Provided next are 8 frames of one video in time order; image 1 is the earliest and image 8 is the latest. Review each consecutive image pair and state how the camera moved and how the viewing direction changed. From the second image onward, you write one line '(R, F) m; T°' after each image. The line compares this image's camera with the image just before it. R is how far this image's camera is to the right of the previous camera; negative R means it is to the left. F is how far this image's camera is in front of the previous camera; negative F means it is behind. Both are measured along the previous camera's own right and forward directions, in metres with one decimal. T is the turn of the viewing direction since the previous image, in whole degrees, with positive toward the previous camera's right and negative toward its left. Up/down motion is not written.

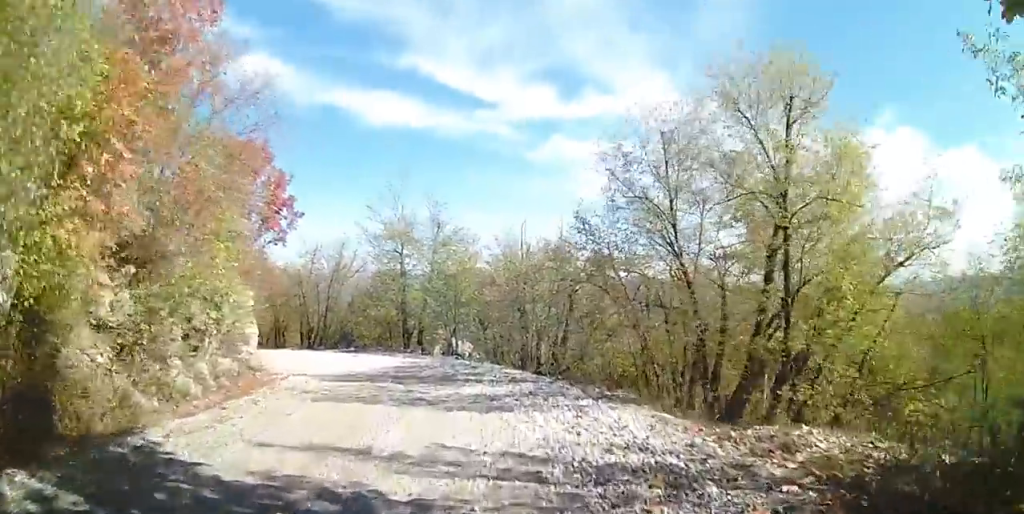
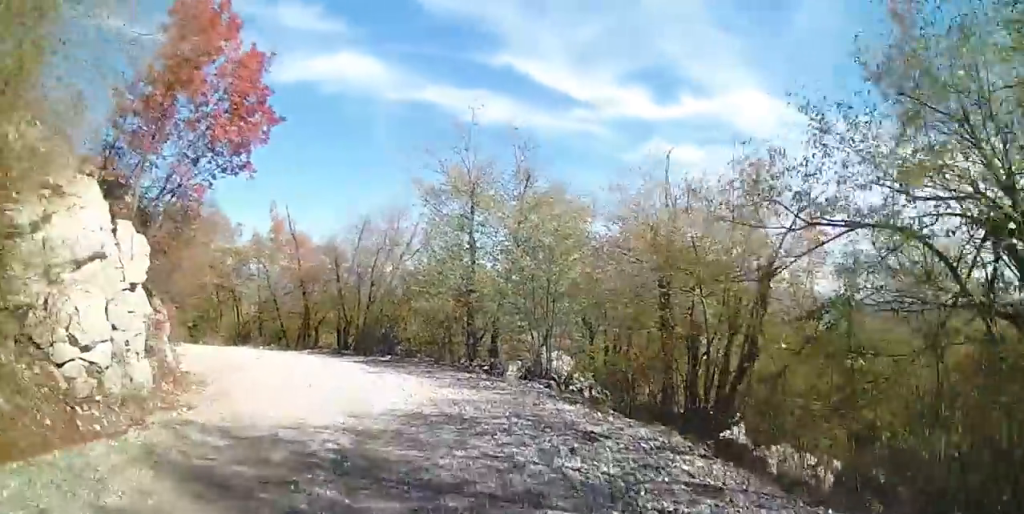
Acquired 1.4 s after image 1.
(-0.5, +9.5) m; -10°
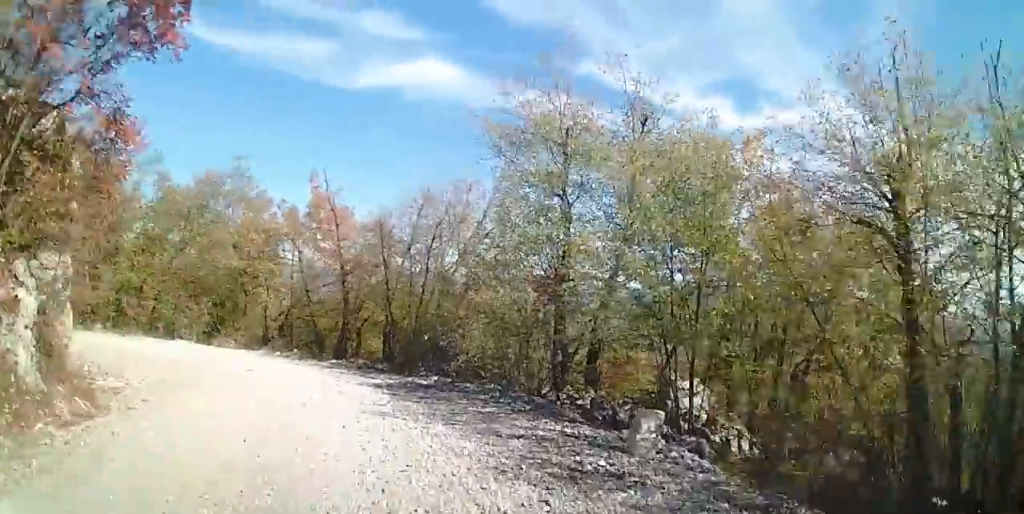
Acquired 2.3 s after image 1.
(-0.5, +6.0) m; -13°
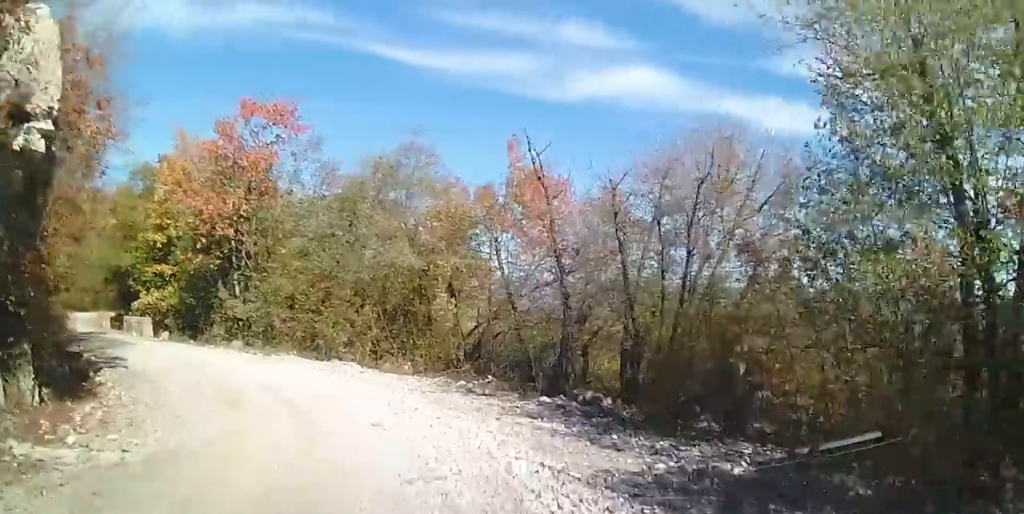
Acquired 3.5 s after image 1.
(-1.1, +6.6) m; -23°
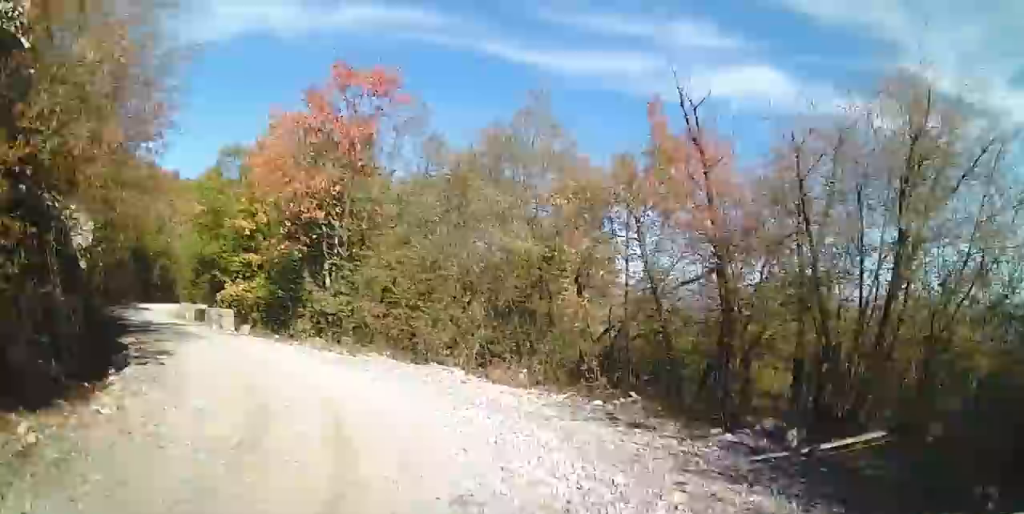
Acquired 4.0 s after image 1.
(-0.3, +3.4) m; -13°
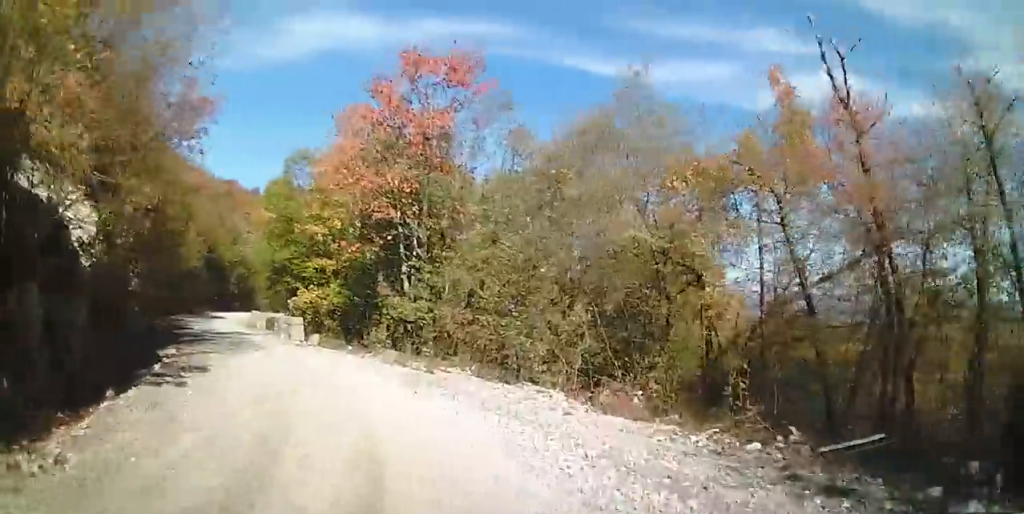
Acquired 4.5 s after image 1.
(-0.3, +2.7) m; -10°
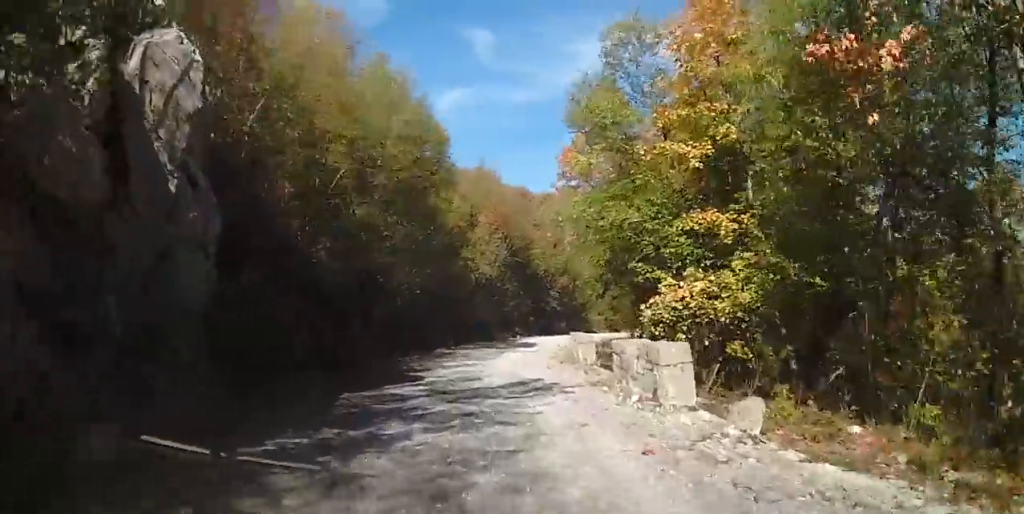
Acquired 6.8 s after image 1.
(-4.4, +15.9) m; -18°
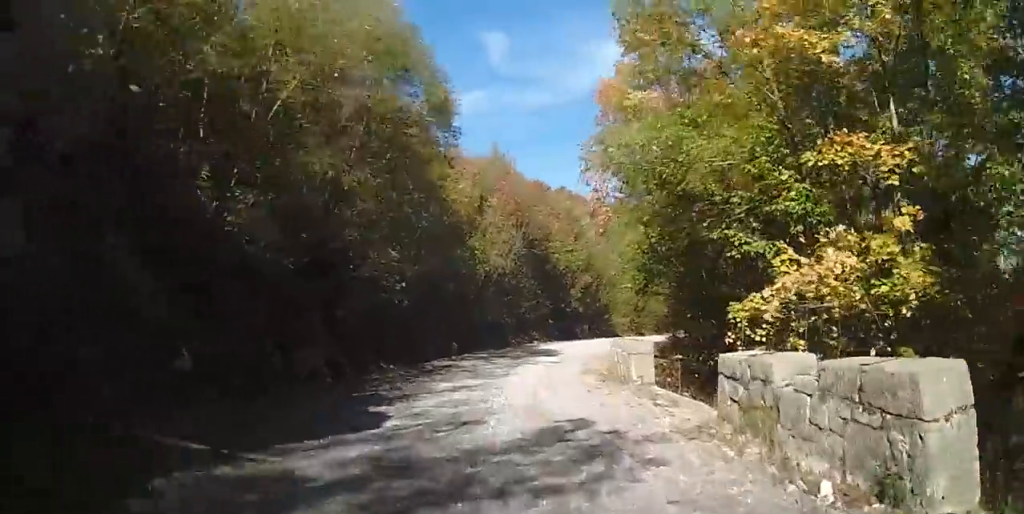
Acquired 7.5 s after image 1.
(0.0, +5.9) m; 0°
